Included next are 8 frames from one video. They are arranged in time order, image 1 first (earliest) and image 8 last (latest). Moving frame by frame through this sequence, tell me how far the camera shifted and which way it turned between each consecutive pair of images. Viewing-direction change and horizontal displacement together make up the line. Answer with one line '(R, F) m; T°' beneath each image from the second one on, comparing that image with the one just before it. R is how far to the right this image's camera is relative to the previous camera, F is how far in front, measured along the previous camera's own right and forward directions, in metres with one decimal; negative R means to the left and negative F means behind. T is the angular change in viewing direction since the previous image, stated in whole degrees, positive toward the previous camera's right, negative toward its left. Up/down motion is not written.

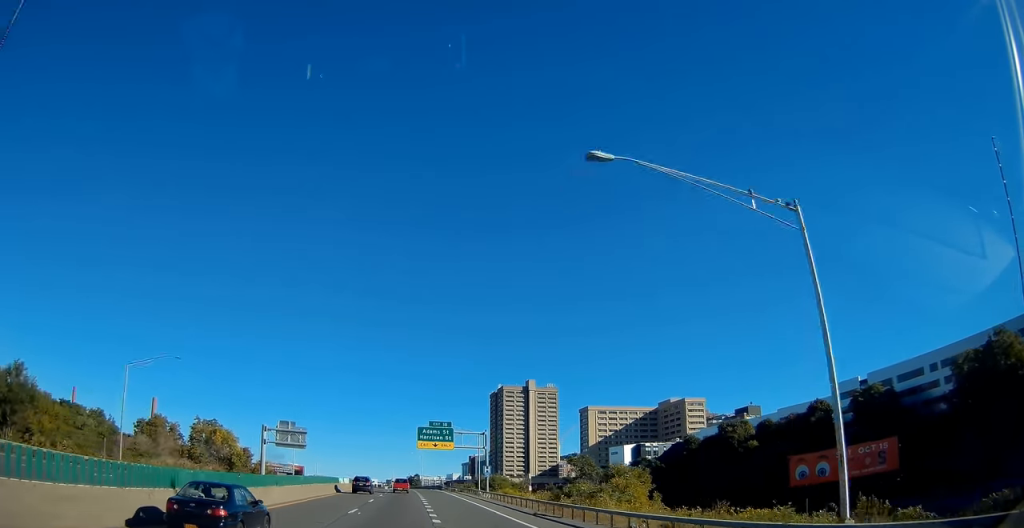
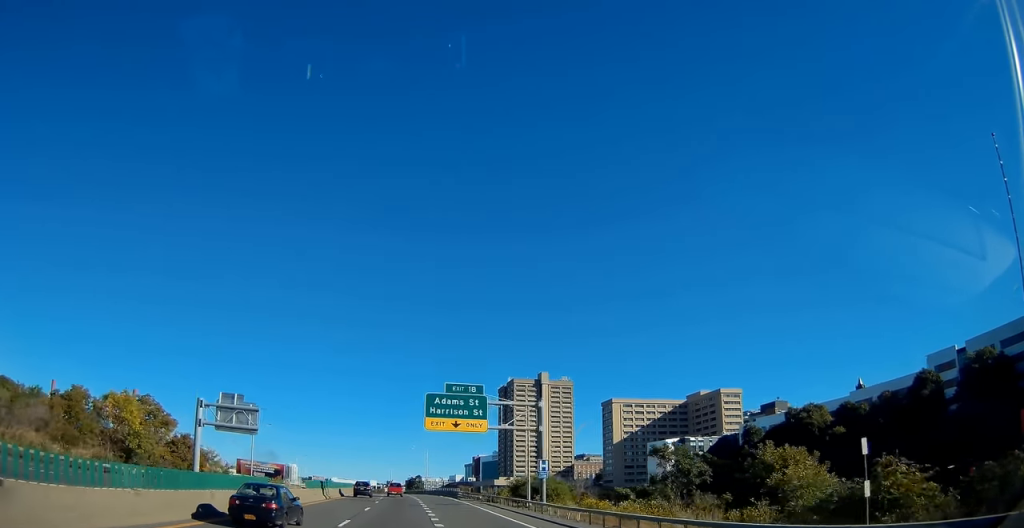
(0.0, +30.2) m; 0°
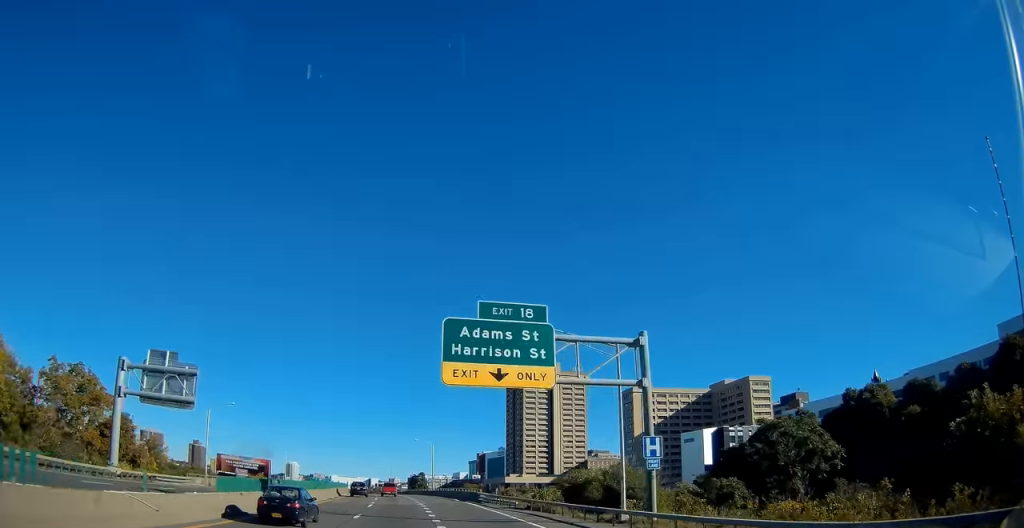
(0.0, +19.4) m; 0°
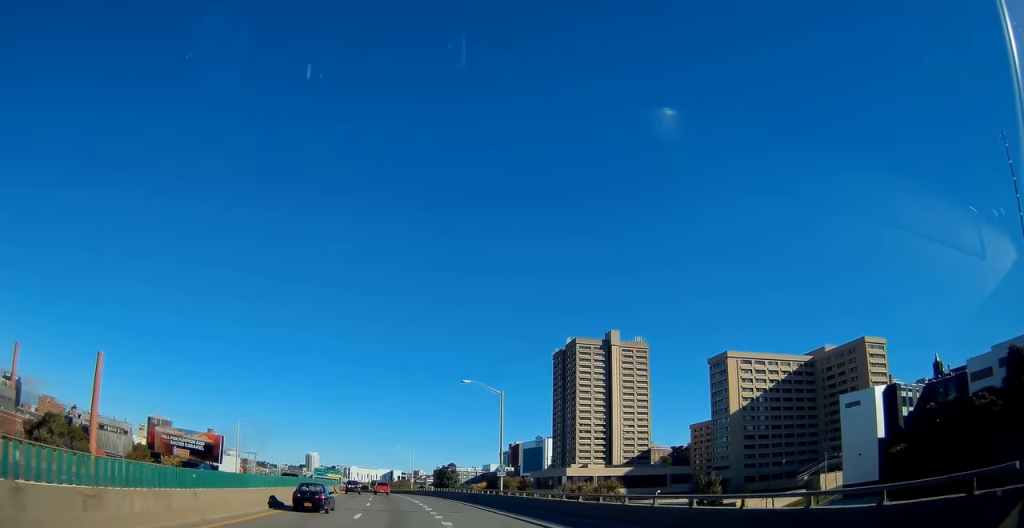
(-0.7, +50.4) m; -2°
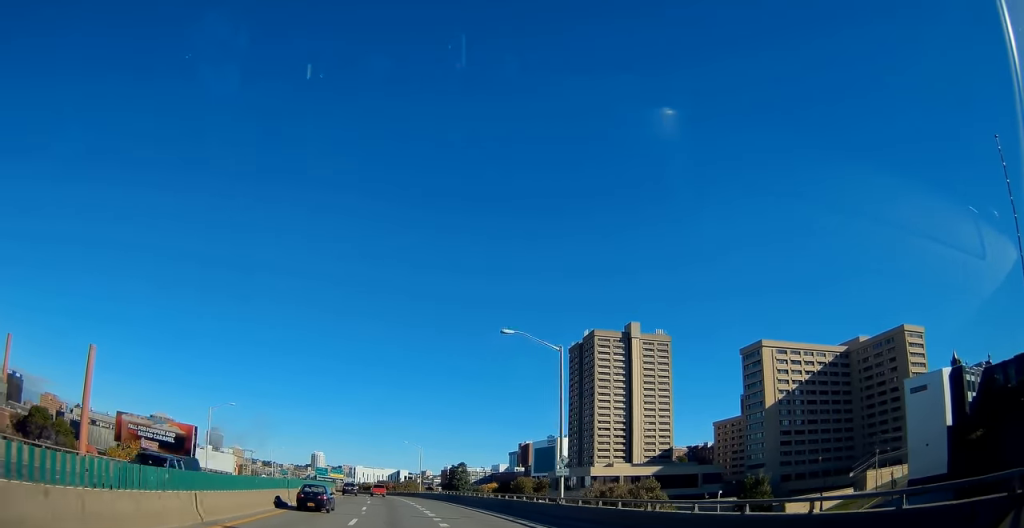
(-0.2, +14.5) m; -1°
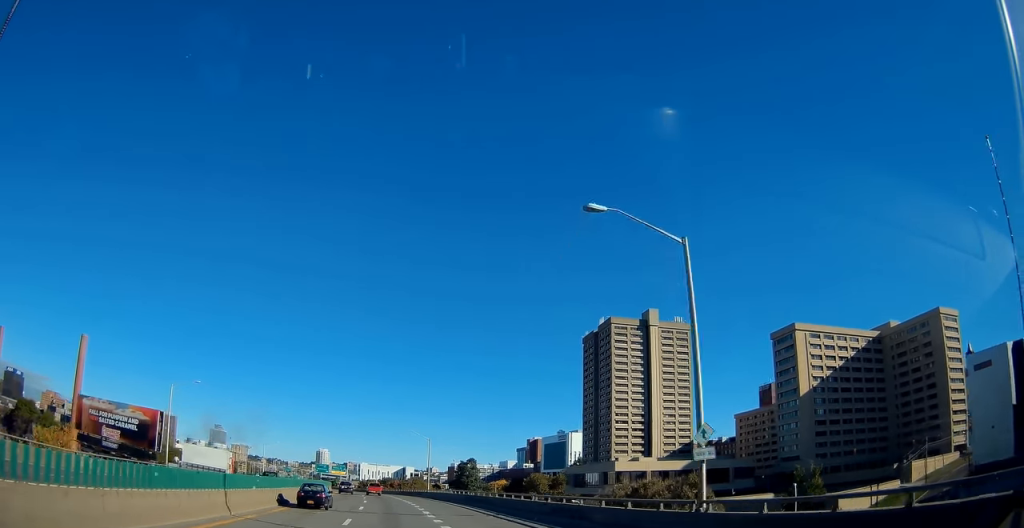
(+0.2, +13.5) m; -1°
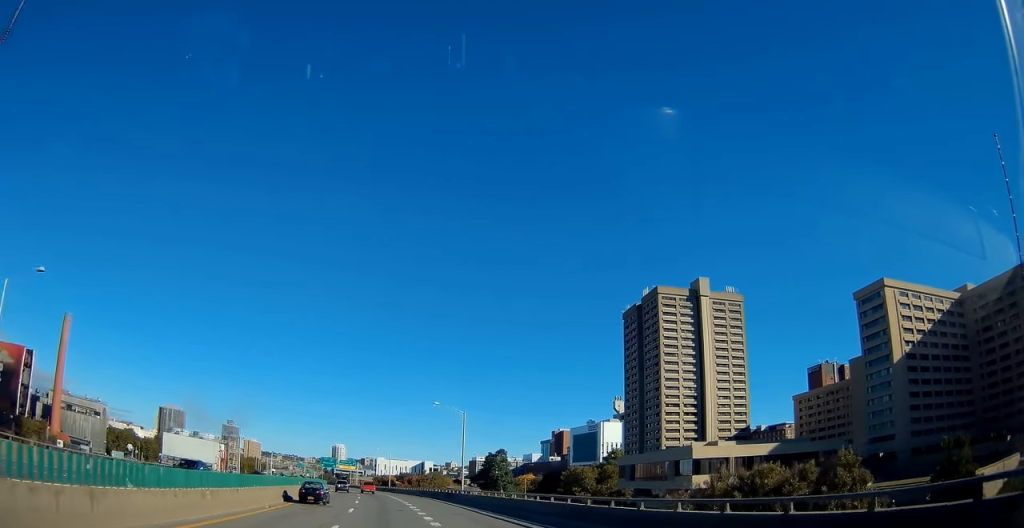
(-0.5, +27.9) m; -2°
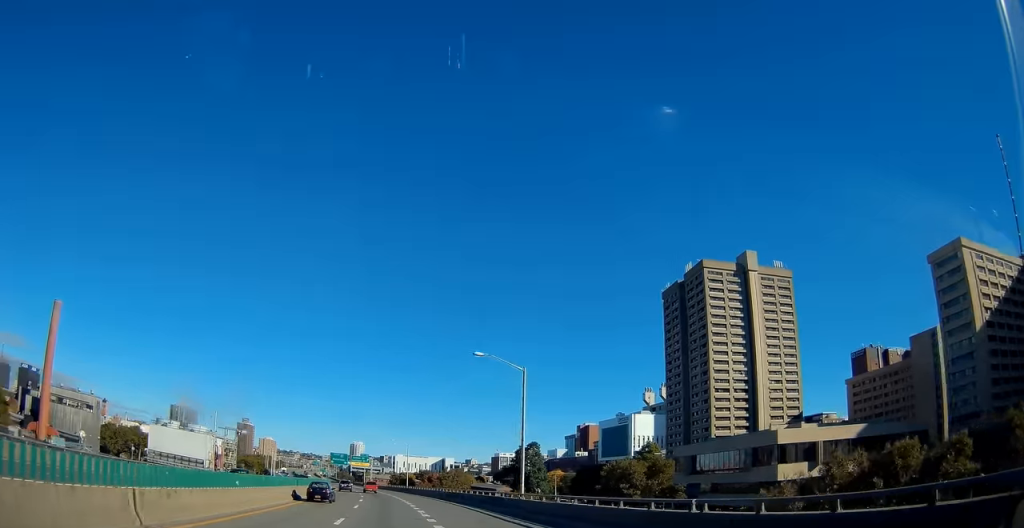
(-0.3, +20.1) m; -1°
